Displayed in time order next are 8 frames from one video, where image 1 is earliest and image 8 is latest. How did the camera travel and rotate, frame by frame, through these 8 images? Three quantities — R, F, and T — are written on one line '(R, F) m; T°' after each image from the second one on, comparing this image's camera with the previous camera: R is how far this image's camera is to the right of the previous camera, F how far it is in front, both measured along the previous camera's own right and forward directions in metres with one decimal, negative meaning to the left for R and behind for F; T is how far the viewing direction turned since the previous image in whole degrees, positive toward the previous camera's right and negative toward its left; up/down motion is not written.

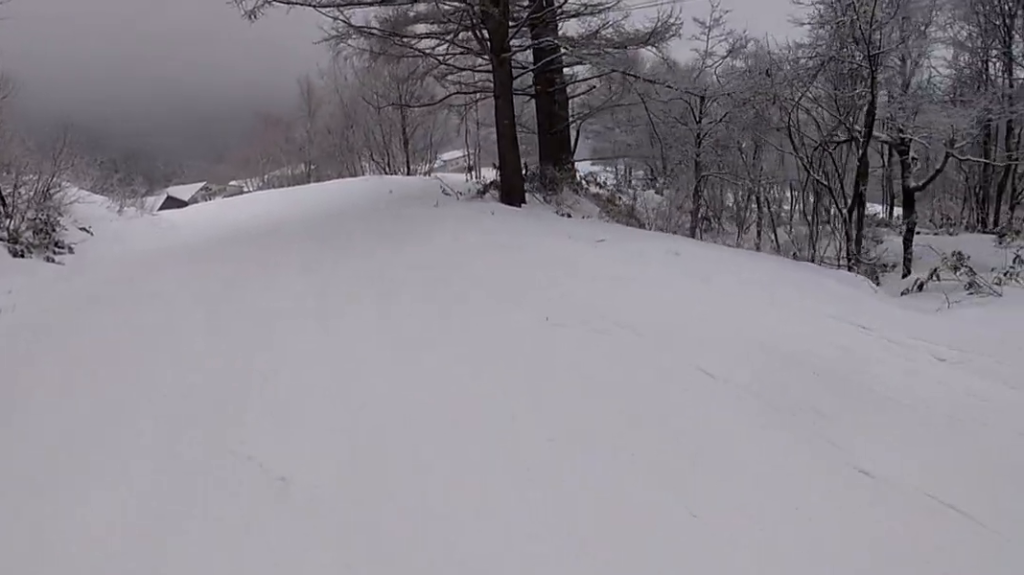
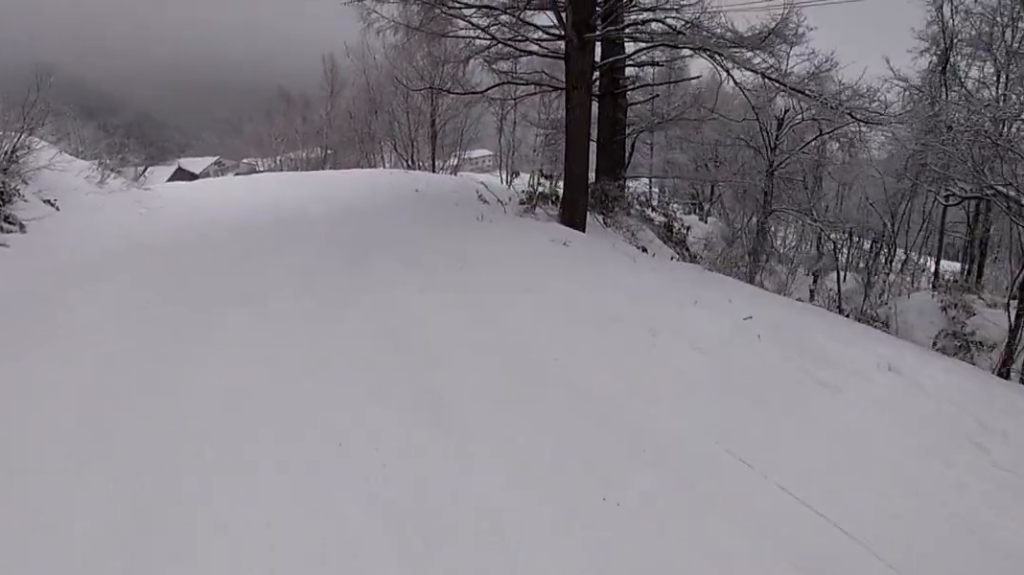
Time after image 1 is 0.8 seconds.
(+0.1, +3.8) m; -13°
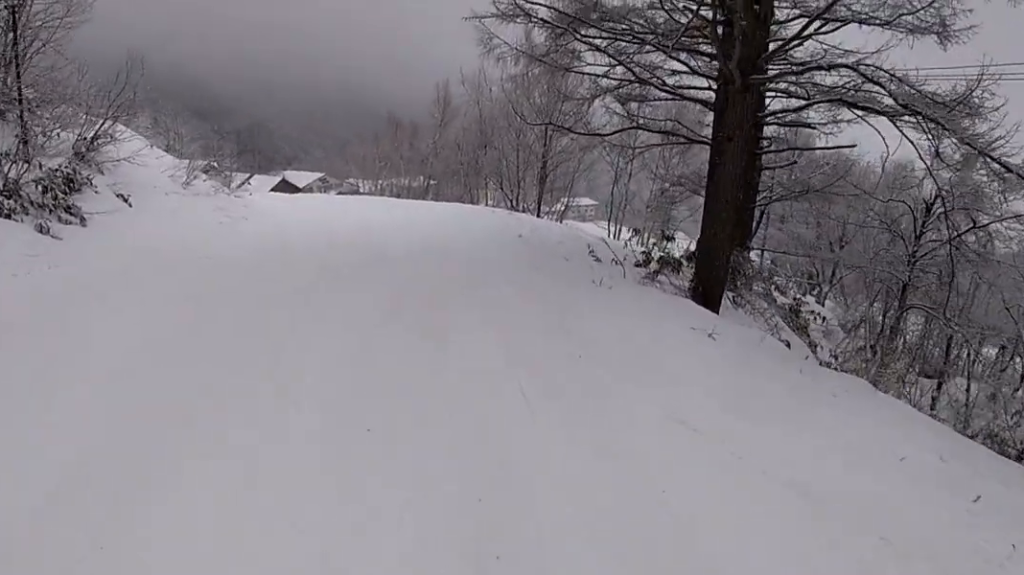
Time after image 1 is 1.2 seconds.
(-0.4, +2.2) m; -2°
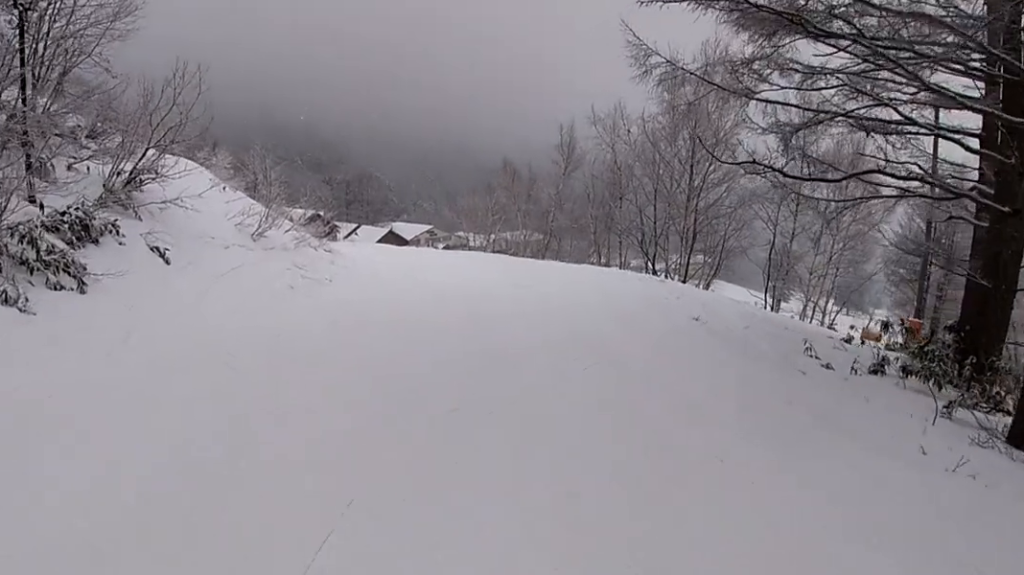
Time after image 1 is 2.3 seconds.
(-0.4, +5.8) m; +5°
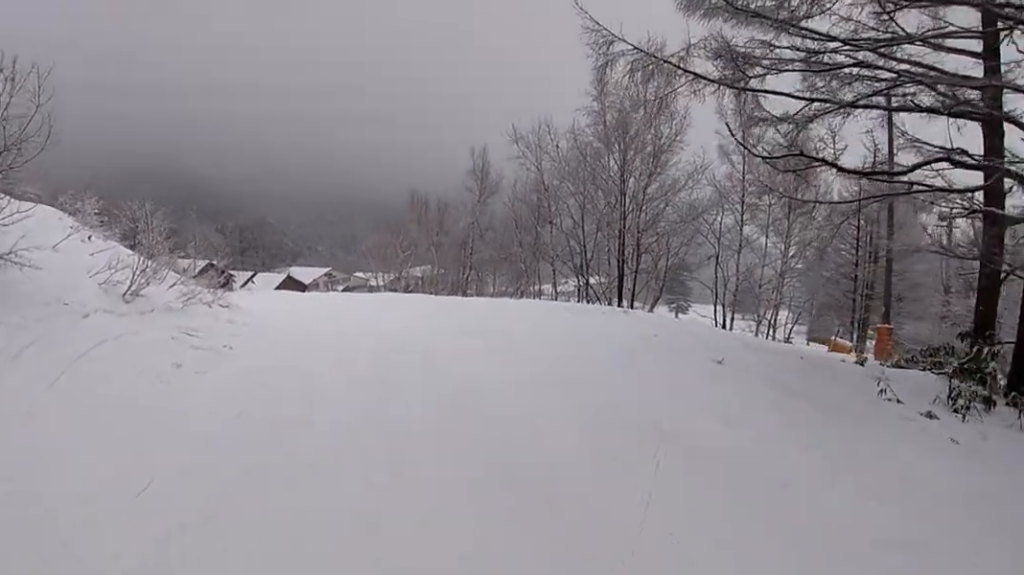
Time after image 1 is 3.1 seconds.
(+0.5, +4.4) m; +9°
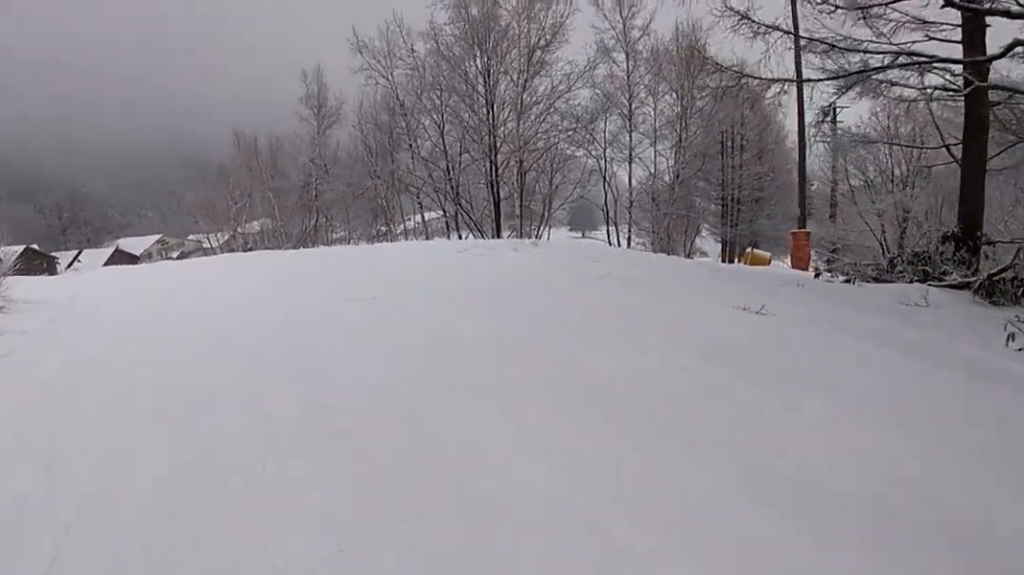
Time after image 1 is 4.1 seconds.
(+0.3, +5.0) m; -3°
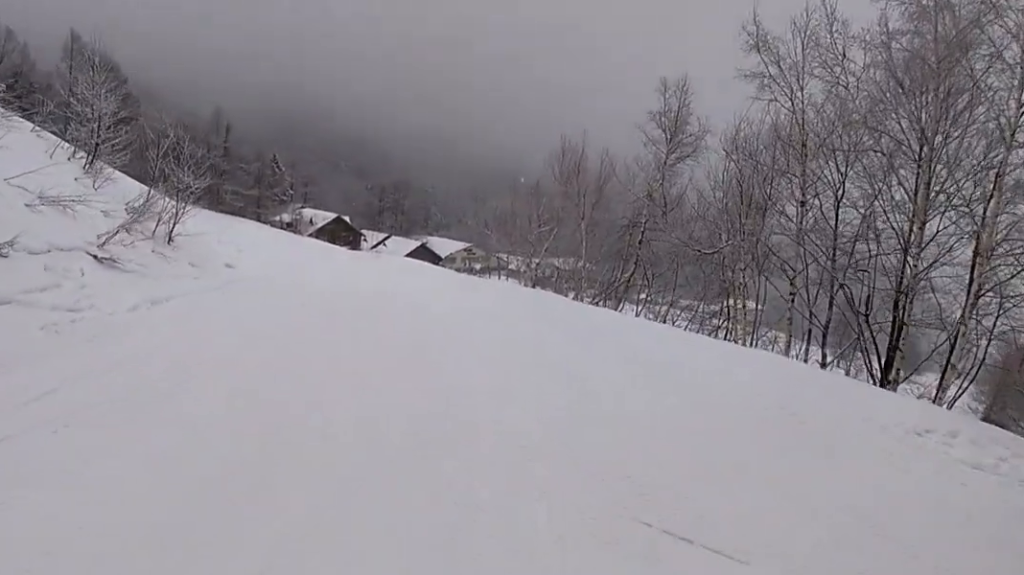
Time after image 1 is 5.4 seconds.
(-1.0, +6.7) m; -10°
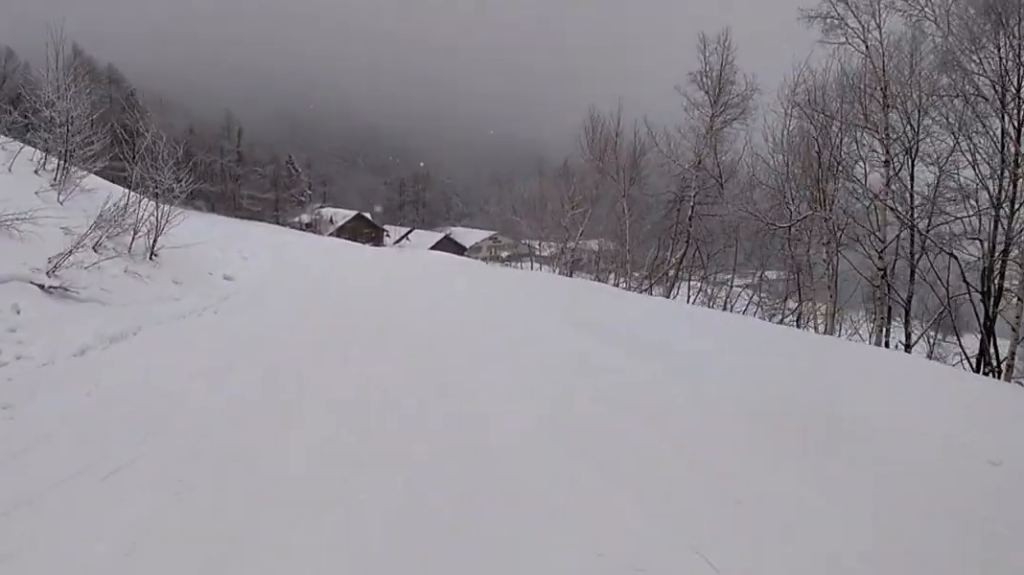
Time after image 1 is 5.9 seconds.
(-0.3, +2.1) m; 0°
